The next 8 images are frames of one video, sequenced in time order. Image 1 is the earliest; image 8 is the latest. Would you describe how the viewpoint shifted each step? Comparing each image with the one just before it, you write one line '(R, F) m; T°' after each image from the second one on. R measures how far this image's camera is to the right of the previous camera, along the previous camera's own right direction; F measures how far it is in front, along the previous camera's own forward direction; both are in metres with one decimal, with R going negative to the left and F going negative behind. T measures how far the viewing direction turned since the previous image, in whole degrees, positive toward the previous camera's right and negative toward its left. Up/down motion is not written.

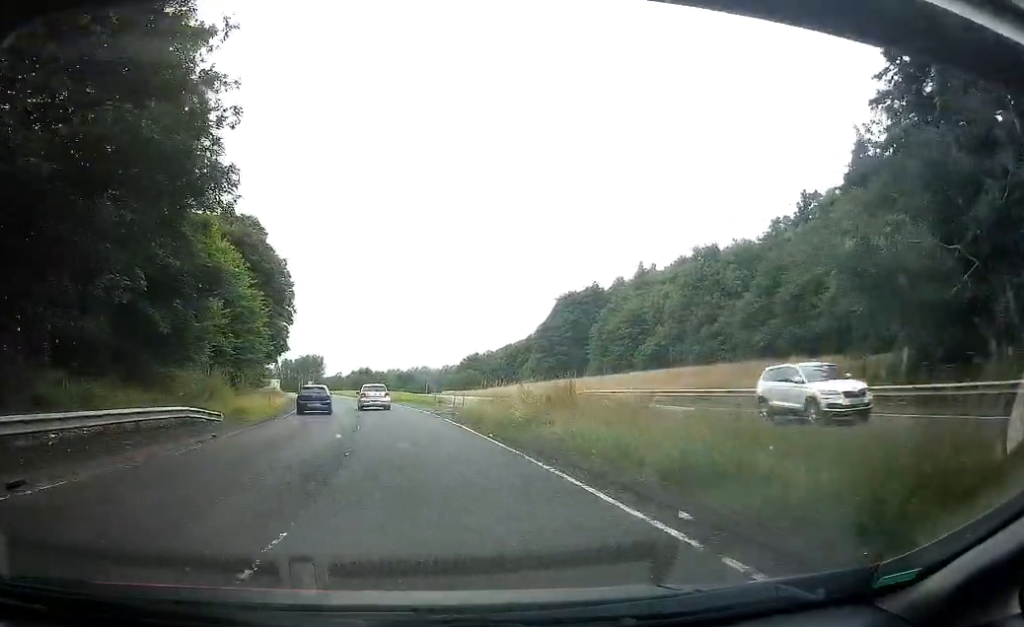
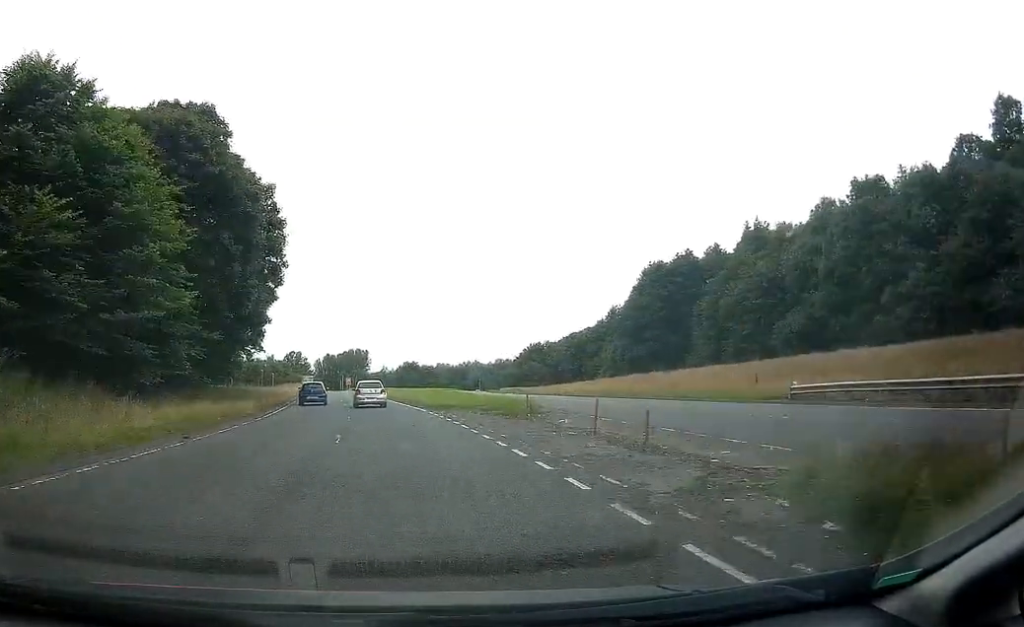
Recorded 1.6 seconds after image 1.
(-1.4, +26.6) m; -6°
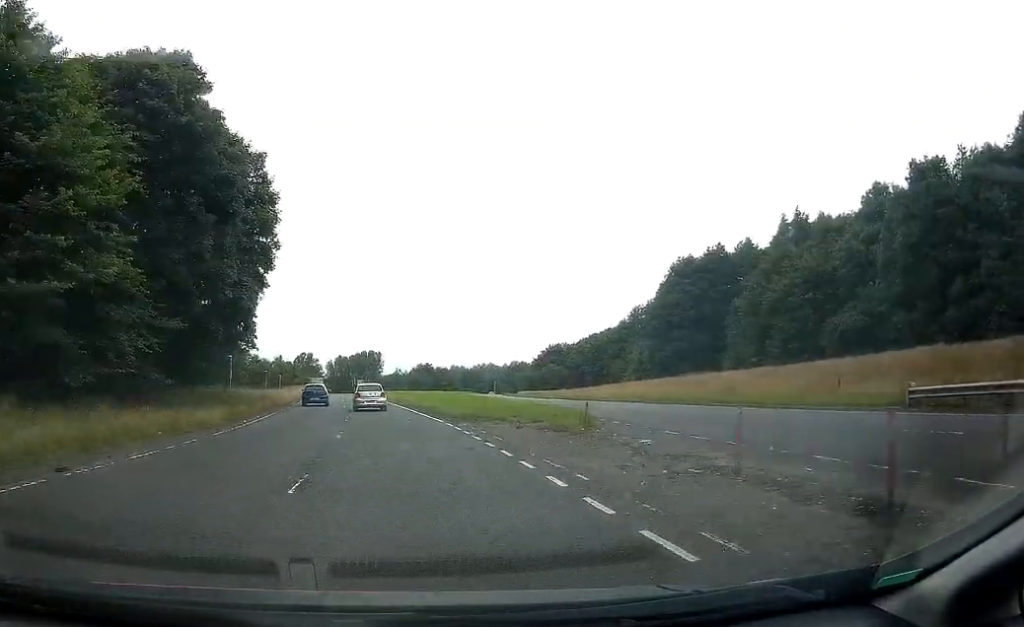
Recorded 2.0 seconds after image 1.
(-0.1, +6.6) m; -1°
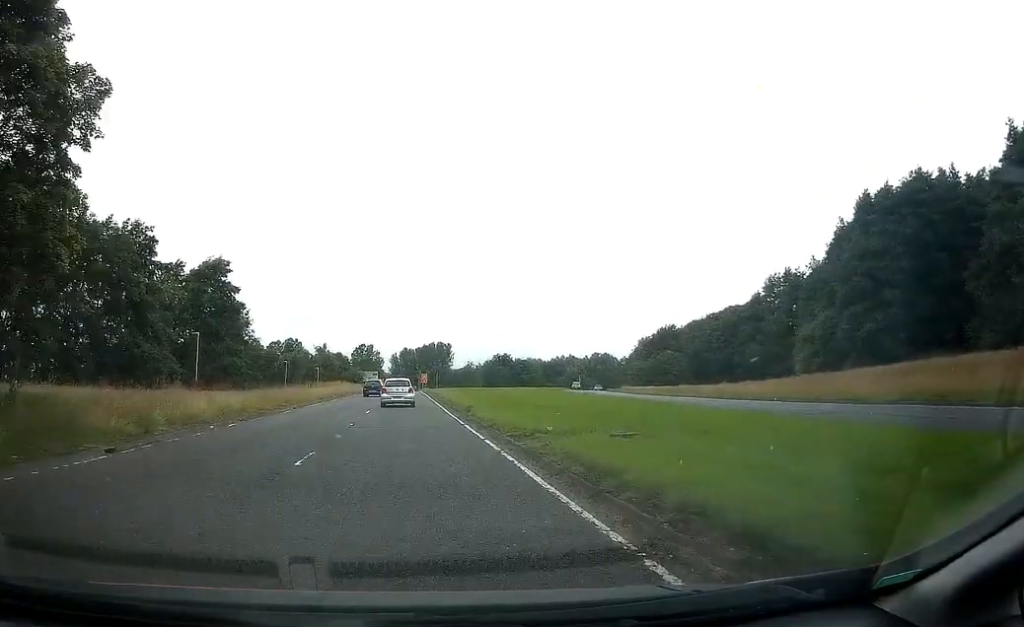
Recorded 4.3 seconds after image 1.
(-1.9, +35.2) m; -5°
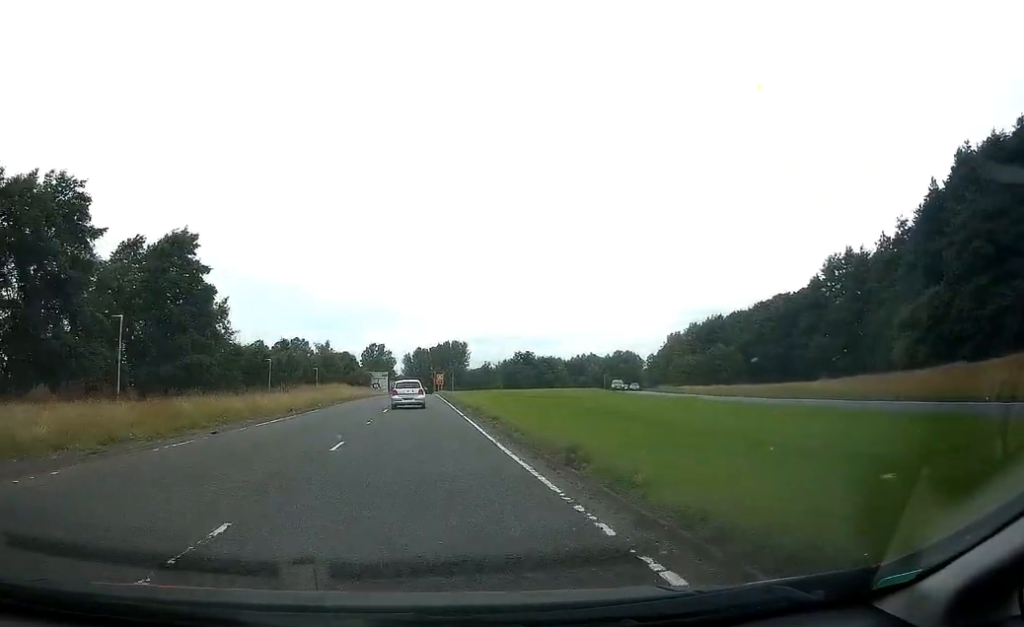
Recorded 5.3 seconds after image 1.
(-0.3, +15.3) m; -1°
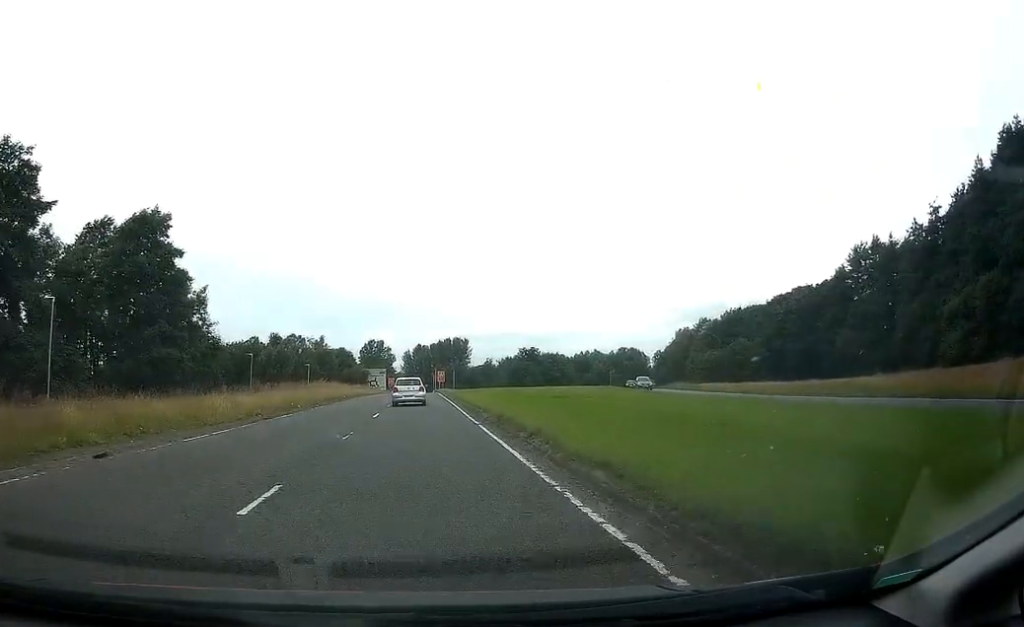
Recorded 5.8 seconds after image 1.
(0.0, +7.3) m; 0°
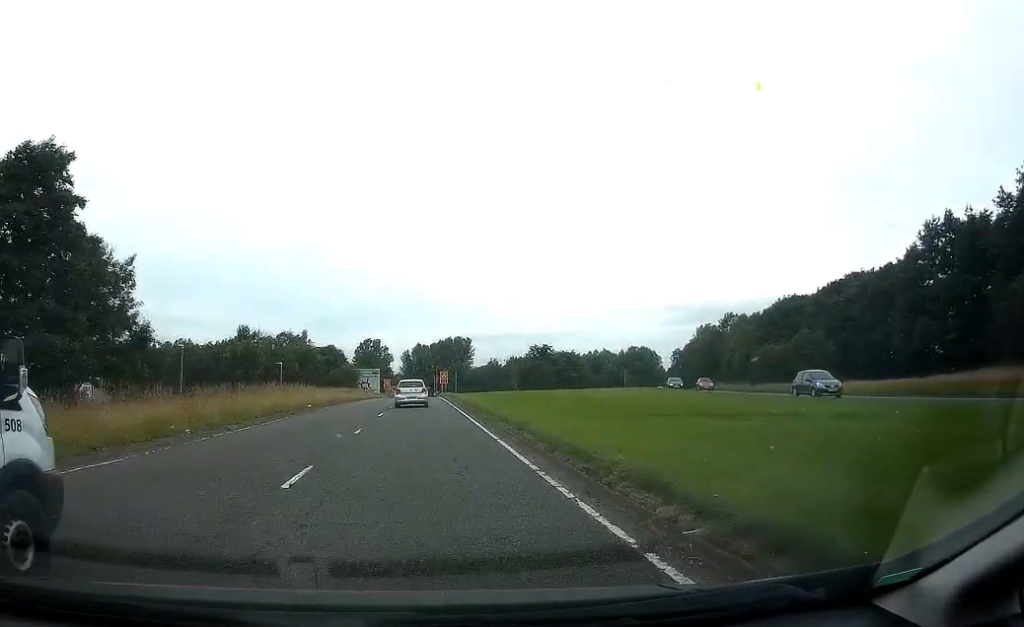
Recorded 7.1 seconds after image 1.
(0.0, +17.5) m; 0°
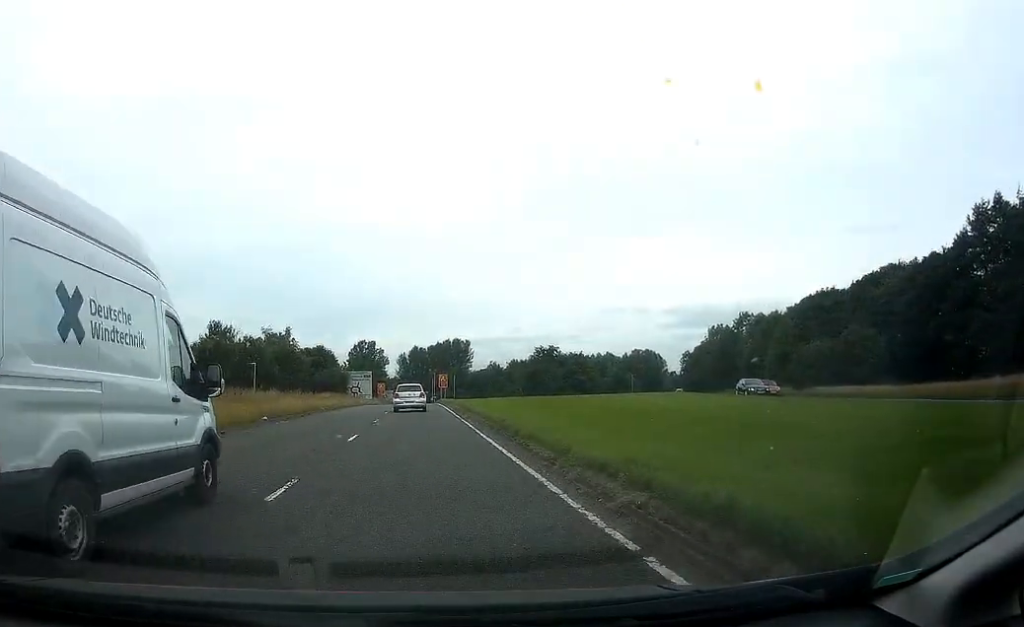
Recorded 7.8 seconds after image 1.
(0.0, +10.0) m; 0°
